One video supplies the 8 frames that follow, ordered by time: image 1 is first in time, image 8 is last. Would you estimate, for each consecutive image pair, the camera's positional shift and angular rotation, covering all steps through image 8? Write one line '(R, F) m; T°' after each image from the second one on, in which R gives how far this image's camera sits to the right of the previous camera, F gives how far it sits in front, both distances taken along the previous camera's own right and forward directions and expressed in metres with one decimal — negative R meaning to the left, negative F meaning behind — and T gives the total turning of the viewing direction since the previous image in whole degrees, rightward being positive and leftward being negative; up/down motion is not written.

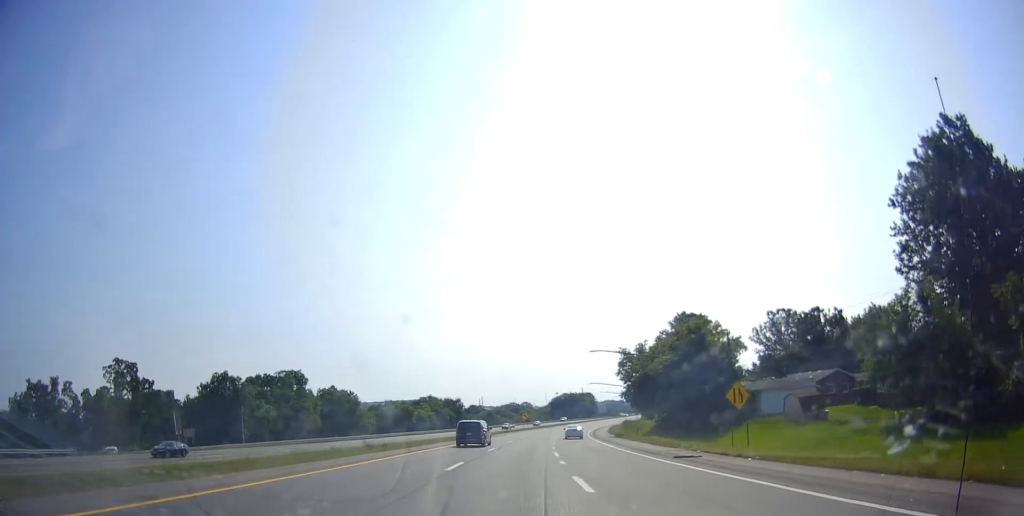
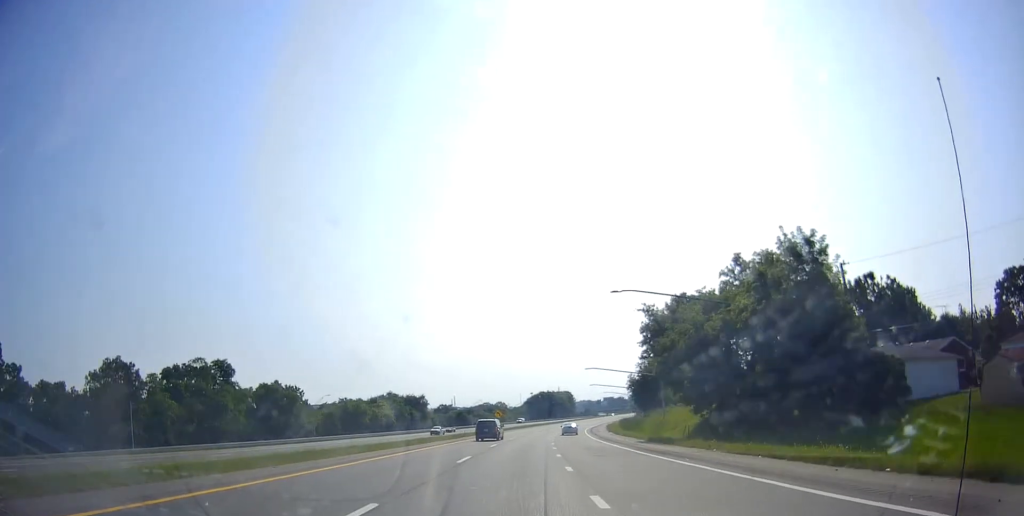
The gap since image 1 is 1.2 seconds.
(-0.6, +27.1) m; -1°
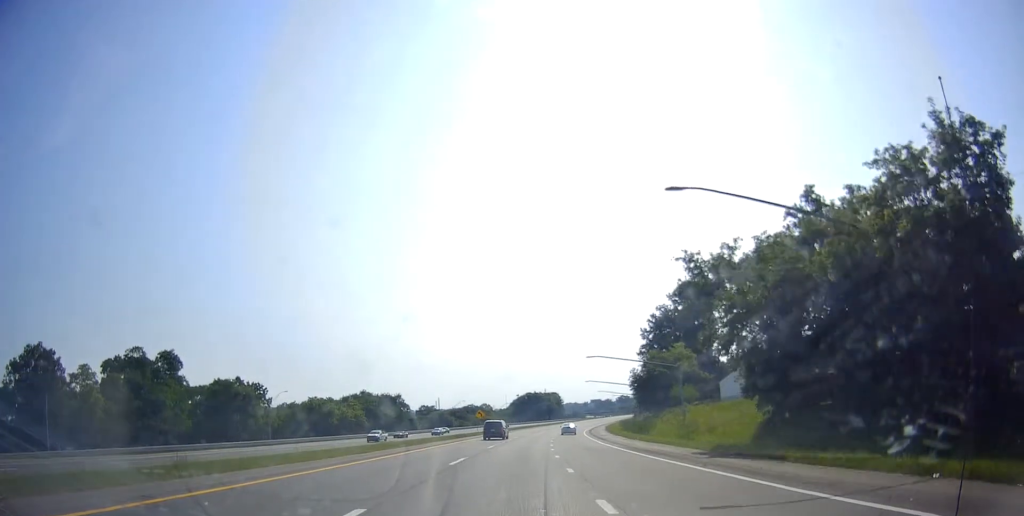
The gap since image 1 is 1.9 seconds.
(-0.2, +15.8) m; +2°
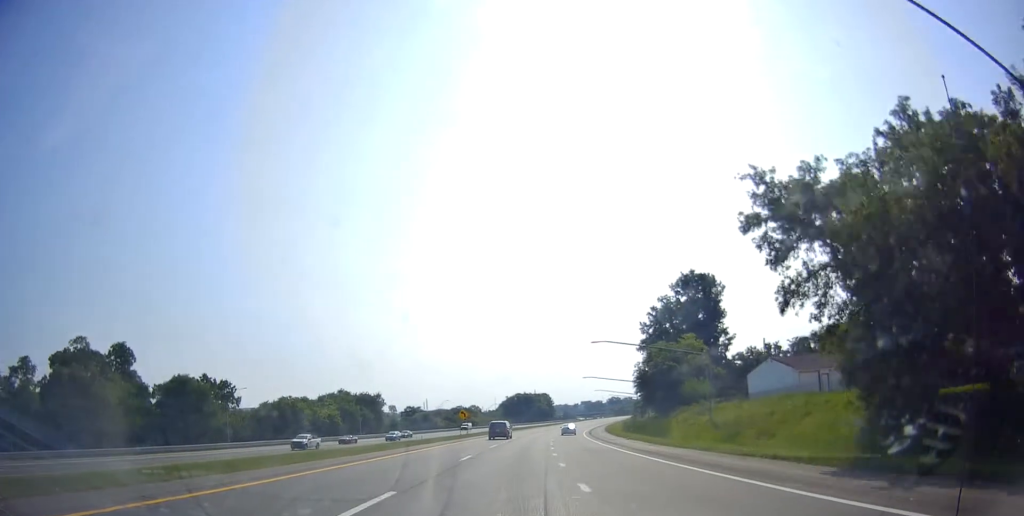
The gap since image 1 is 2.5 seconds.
(+0.3, +12.2) m; +2°
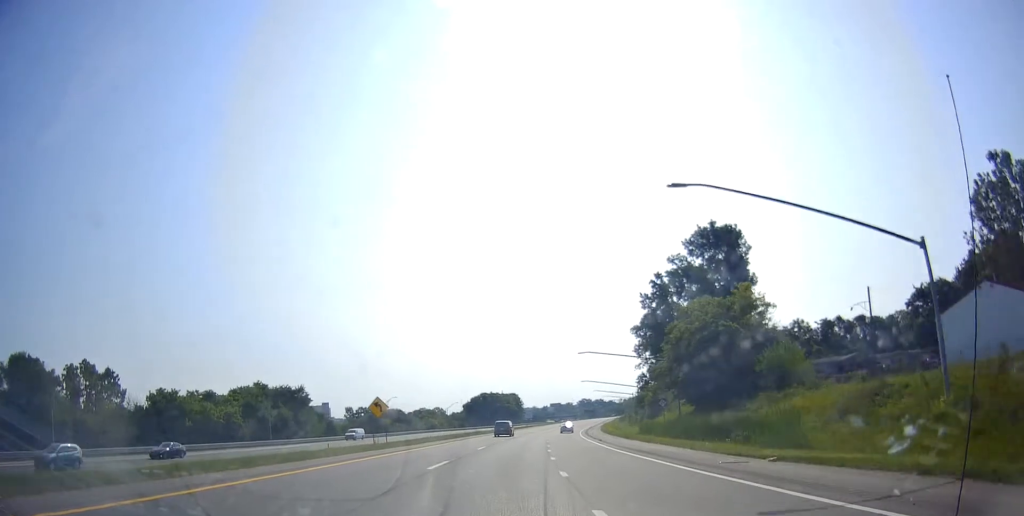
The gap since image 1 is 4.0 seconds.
(+1.7, +34.7) m; +5°
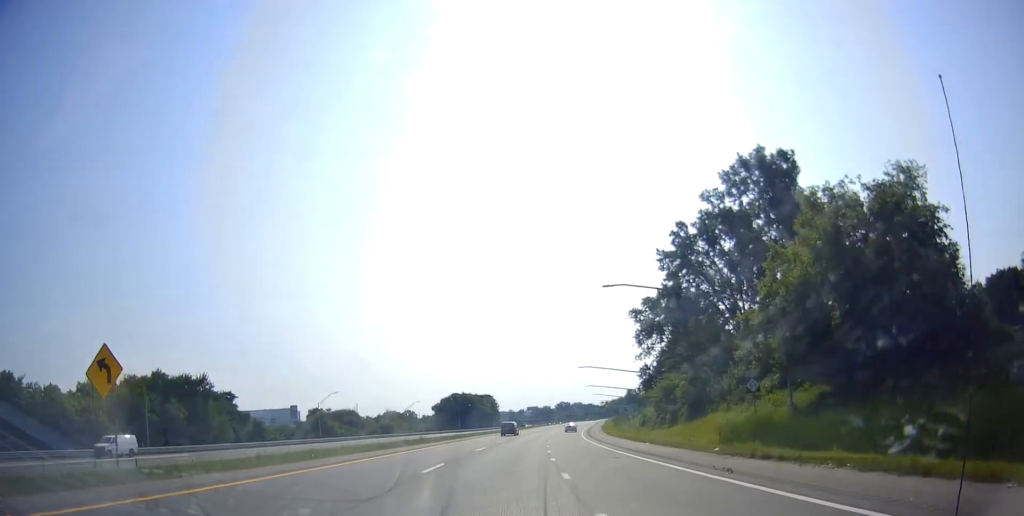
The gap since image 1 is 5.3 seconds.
(+0.8, +31.0) m; +2°
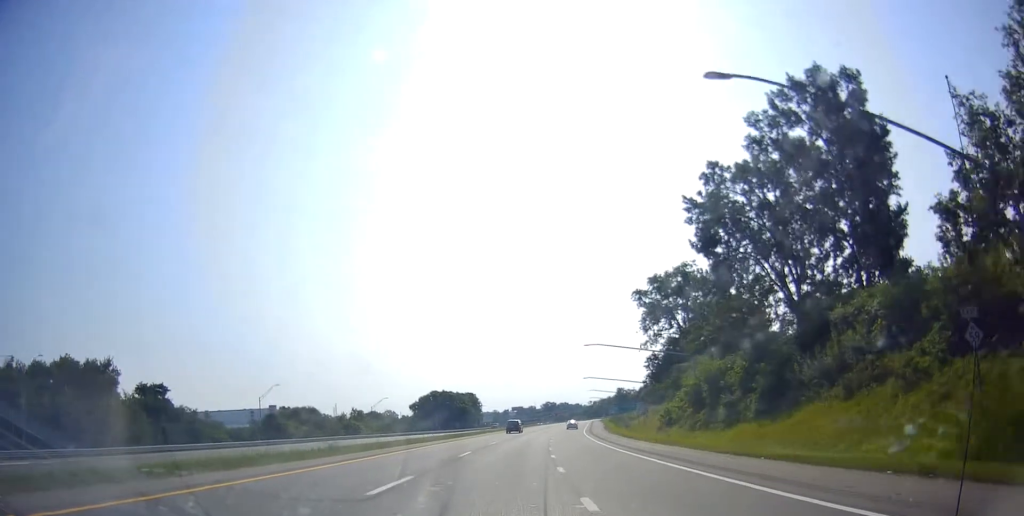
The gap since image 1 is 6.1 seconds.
(+0.3, +21.1) m; 0°
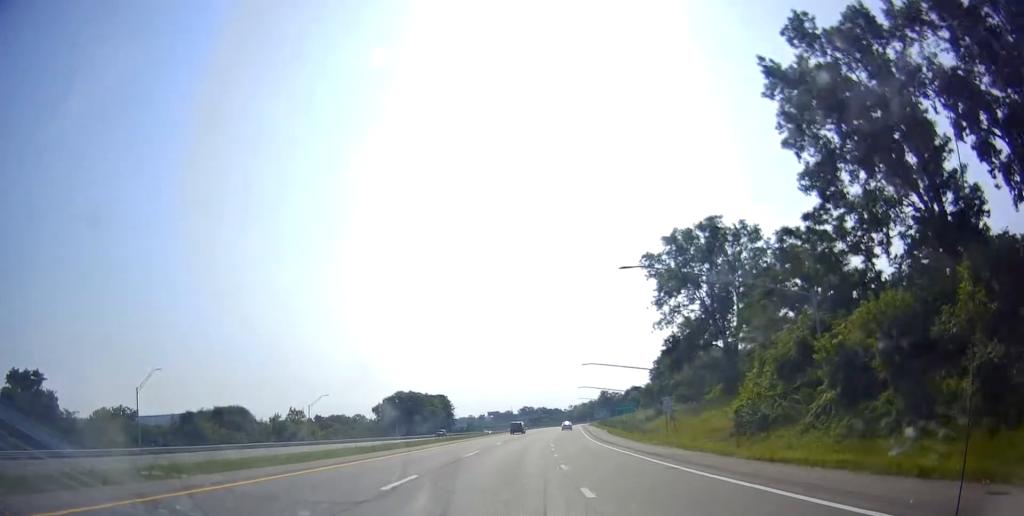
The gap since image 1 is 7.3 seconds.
(0.0, +28.5) m; +2°
